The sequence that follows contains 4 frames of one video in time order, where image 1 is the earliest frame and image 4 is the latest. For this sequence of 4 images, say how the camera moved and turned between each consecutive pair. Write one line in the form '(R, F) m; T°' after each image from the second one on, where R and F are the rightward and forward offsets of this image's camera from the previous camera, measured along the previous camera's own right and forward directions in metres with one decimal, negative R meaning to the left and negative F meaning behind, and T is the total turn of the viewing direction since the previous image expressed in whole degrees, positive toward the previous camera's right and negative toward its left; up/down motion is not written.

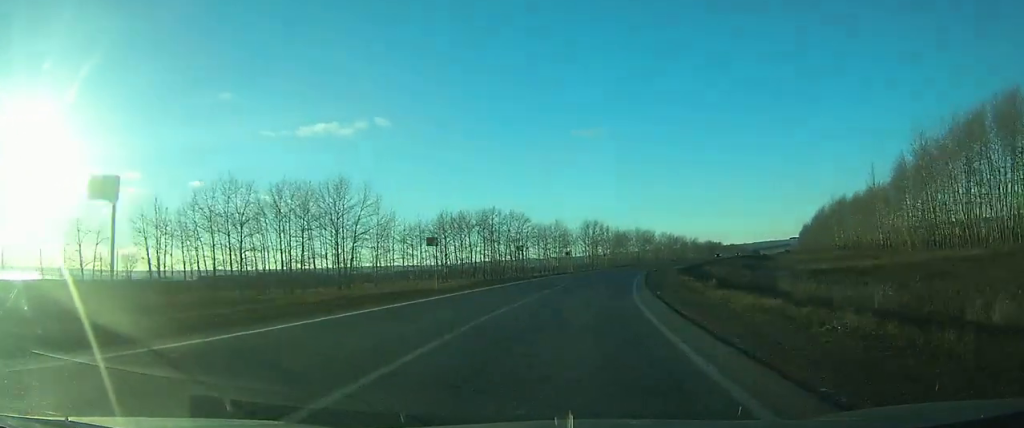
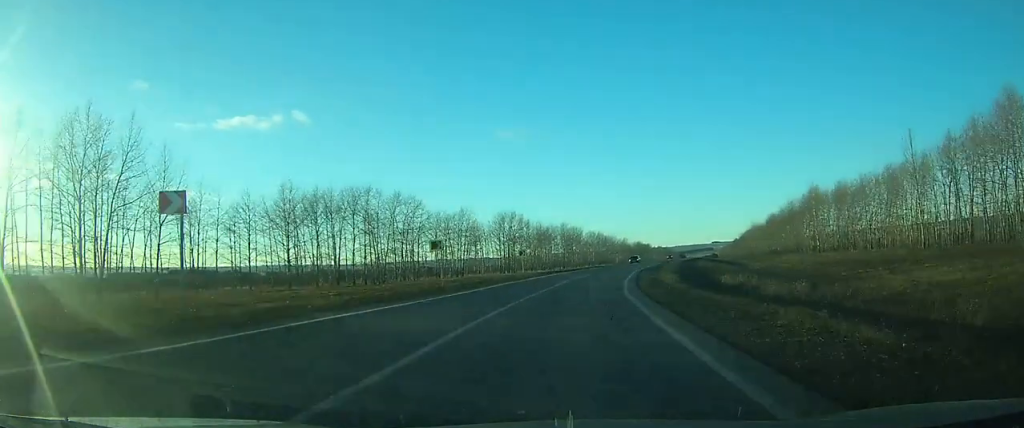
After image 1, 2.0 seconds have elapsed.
(+2.0, +35.4) m; +5°
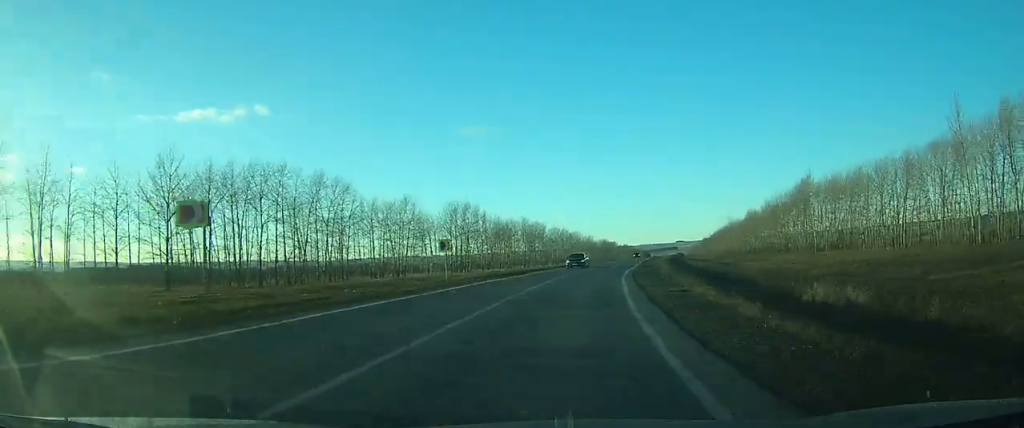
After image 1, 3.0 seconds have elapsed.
(+0.5, +19.3) m; +3°
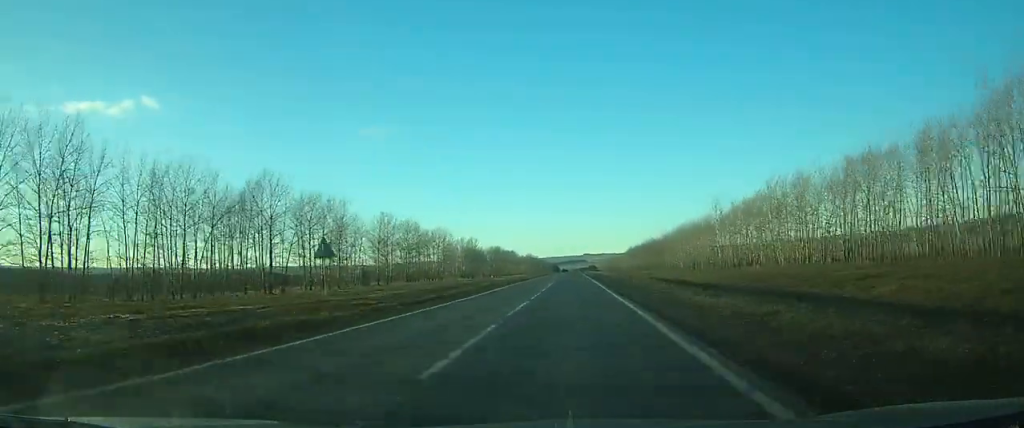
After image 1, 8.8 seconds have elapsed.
(+15.5, +119.6) m; +11°
